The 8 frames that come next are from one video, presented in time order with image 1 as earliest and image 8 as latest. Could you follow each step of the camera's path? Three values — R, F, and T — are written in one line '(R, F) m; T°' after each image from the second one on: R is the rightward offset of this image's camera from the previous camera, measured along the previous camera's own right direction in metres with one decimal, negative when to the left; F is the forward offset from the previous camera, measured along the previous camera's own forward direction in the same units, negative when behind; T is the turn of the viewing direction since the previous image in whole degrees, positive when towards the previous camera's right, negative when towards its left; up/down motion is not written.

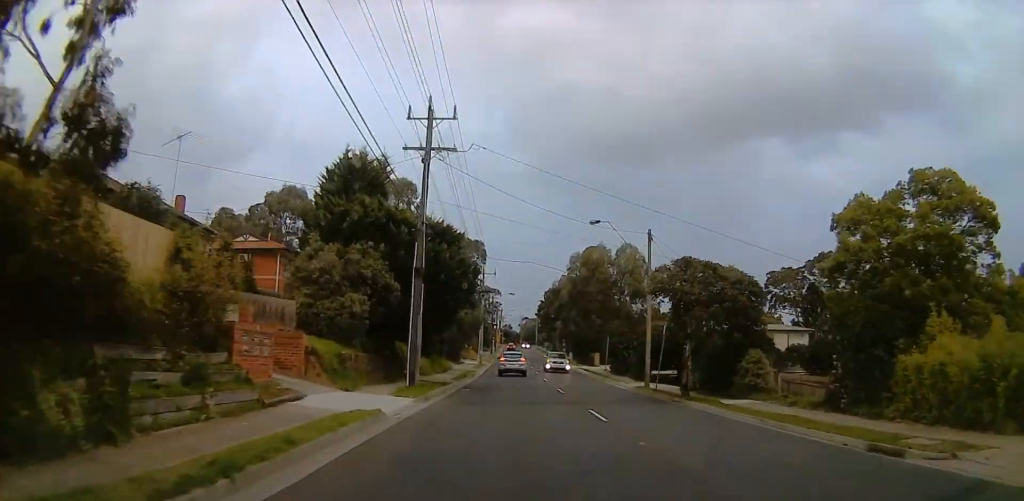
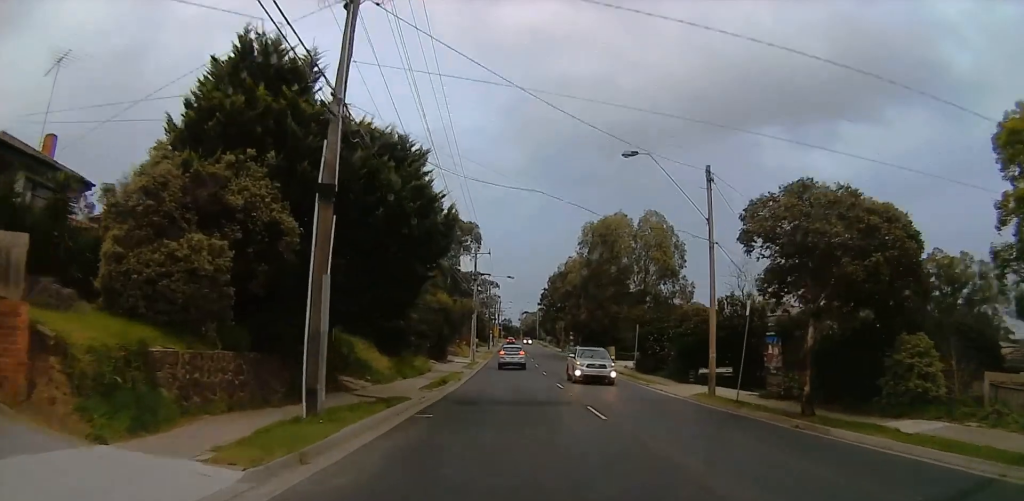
(-0.1, +11.8) m; 0°
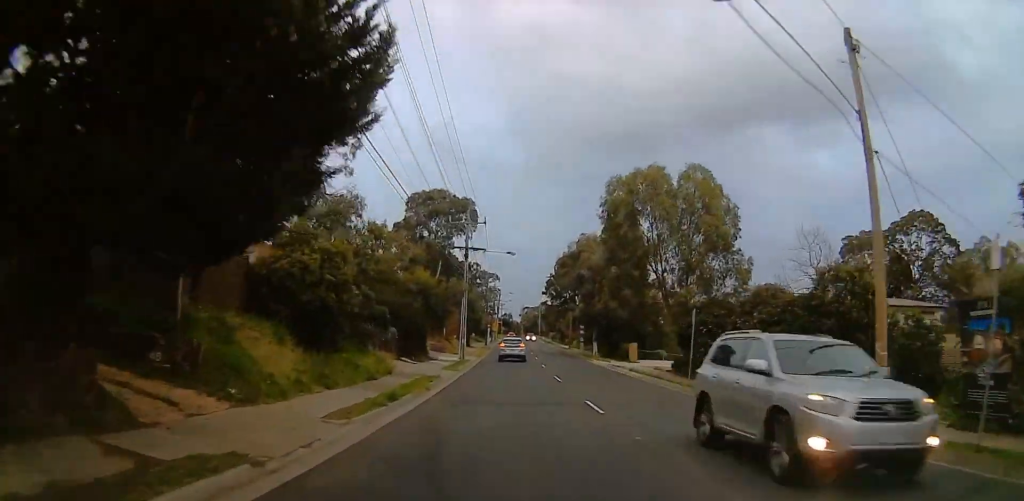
(0.0, +11.3) m; +1°
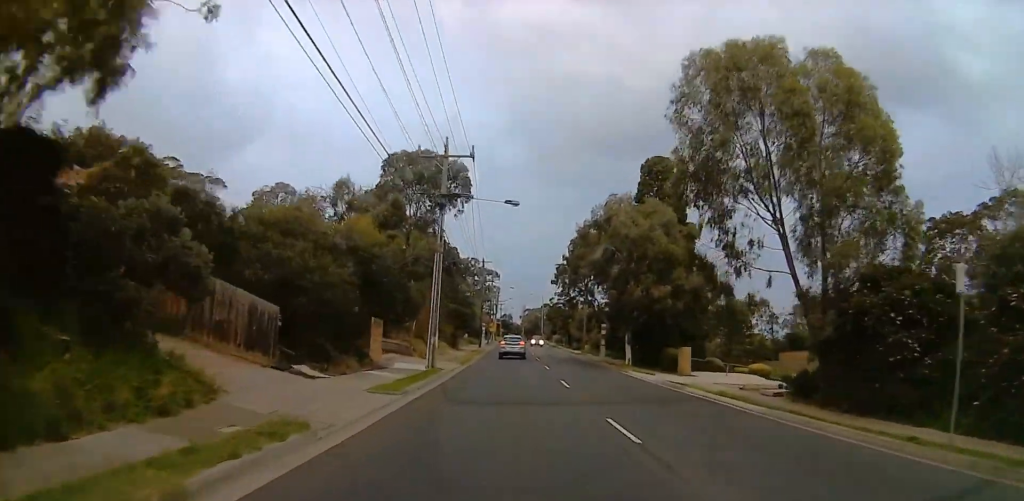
(+0.2, +16.5) m; 0°
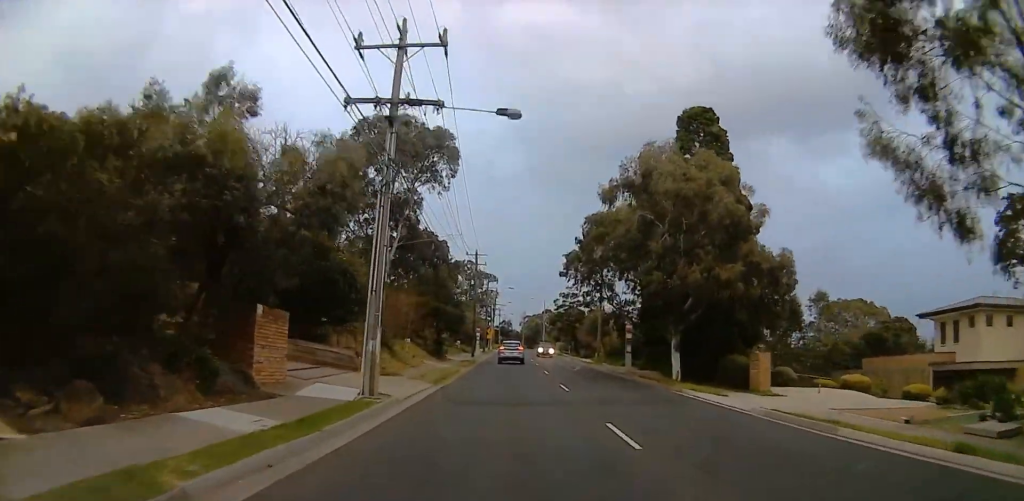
(-0.2, +12.2) m; -1°
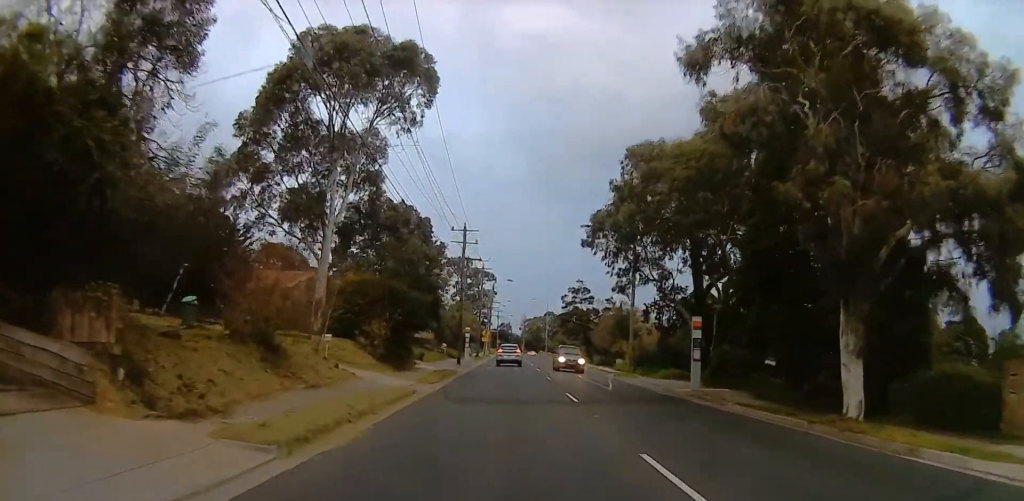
(0.0, +15.6) m; +1°
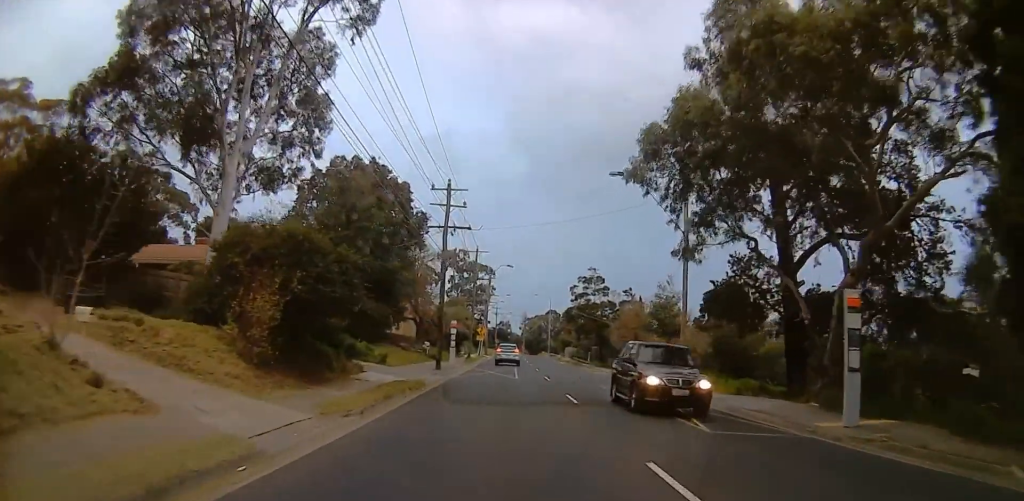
(+0.2, +12.6) m; 0°
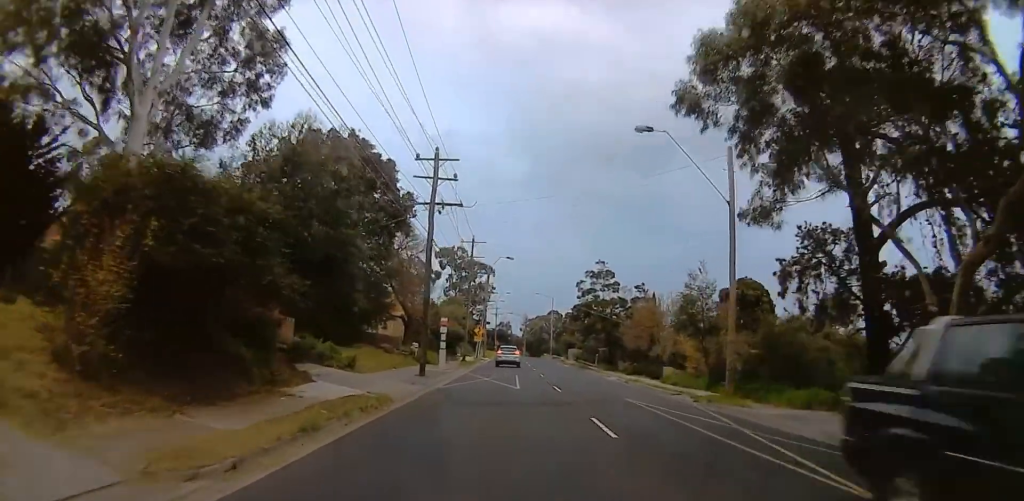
(0.0, +6.3) m; 0°
